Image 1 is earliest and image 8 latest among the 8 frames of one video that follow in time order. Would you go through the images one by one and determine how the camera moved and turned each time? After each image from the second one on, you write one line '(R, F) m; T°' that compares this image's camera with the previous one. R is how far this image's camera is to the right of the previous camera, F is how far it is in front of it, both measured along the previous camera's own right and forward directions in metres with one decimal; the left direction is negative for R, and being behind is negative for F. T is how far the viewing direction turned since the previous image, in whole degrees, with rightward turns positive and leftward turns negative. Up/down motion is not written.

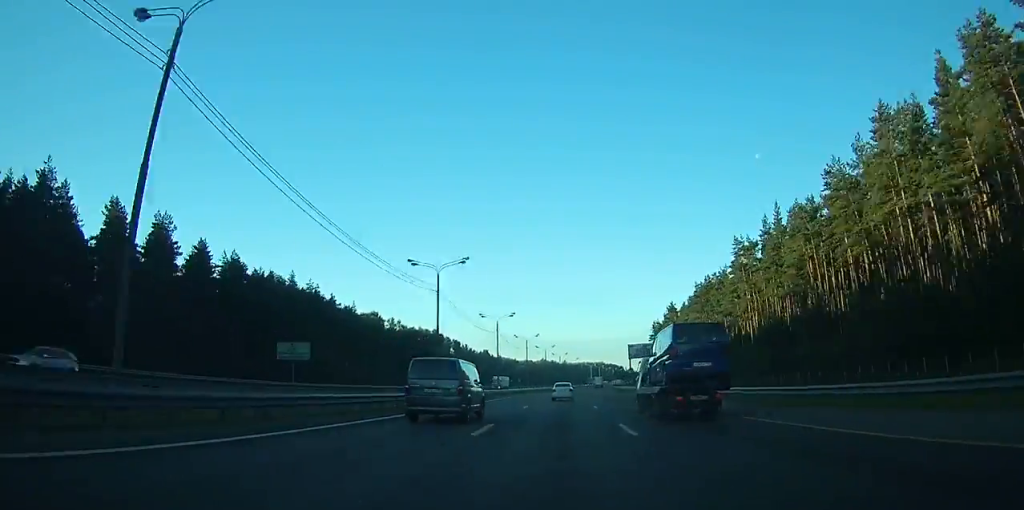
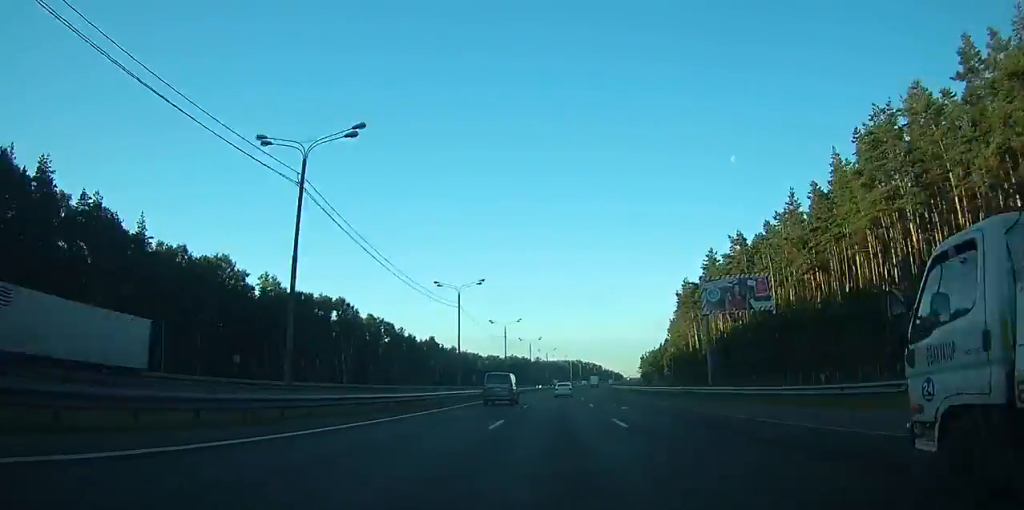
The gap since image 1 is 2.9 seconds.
(+1.5, +74.4) m; +2°
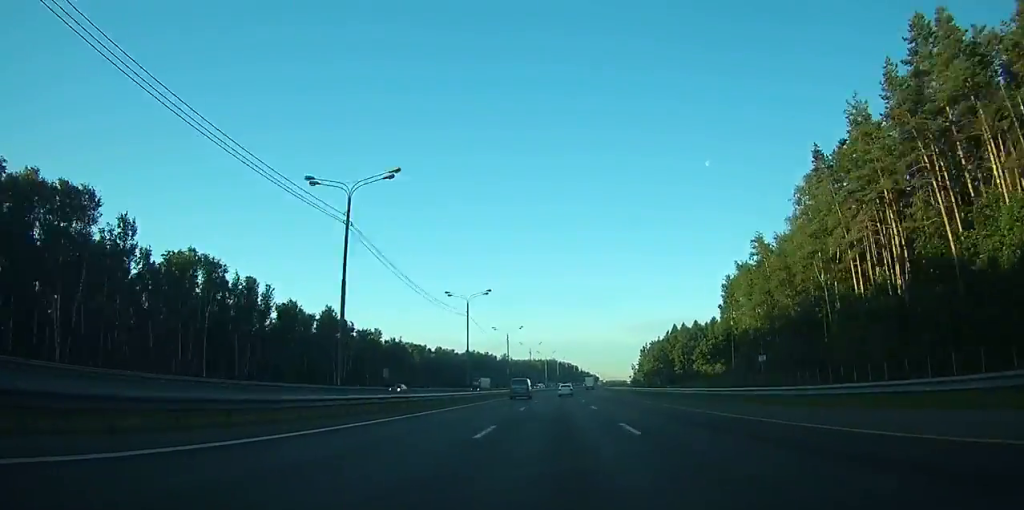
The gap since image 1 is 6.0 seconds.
(+1.7, +81.7) m; +2°
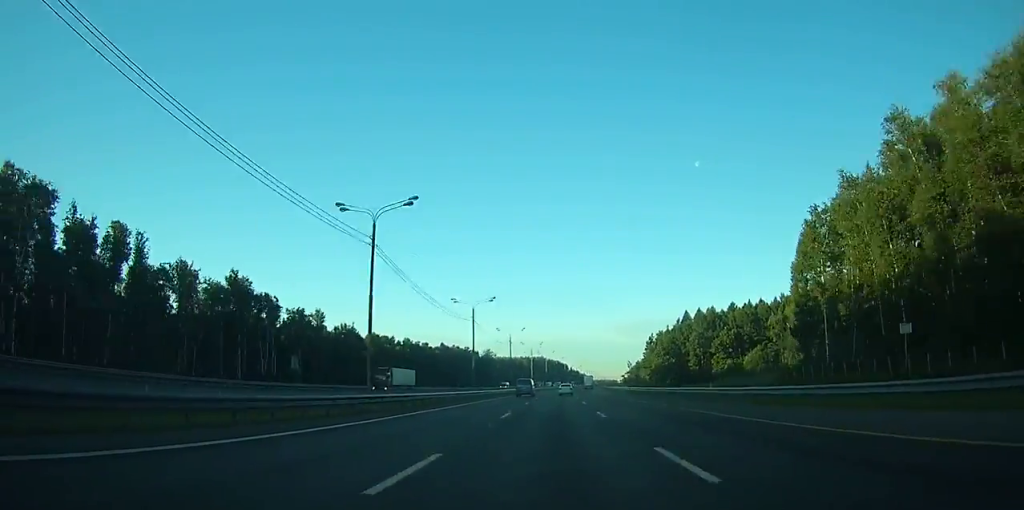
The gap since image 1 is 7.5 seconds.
(+0.1, +39.0) m; +1°
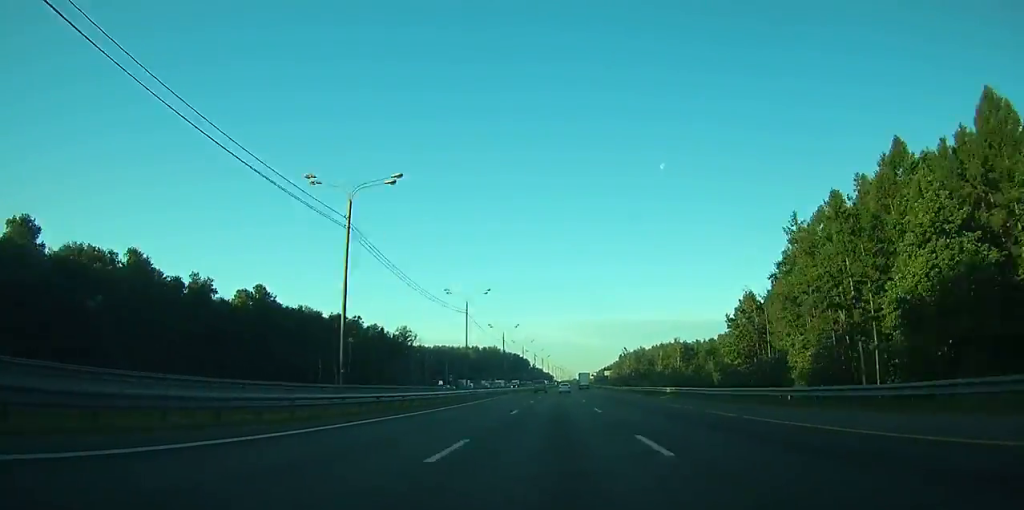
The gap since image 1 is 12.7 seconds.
(+5.3, +146.9) m; +4°
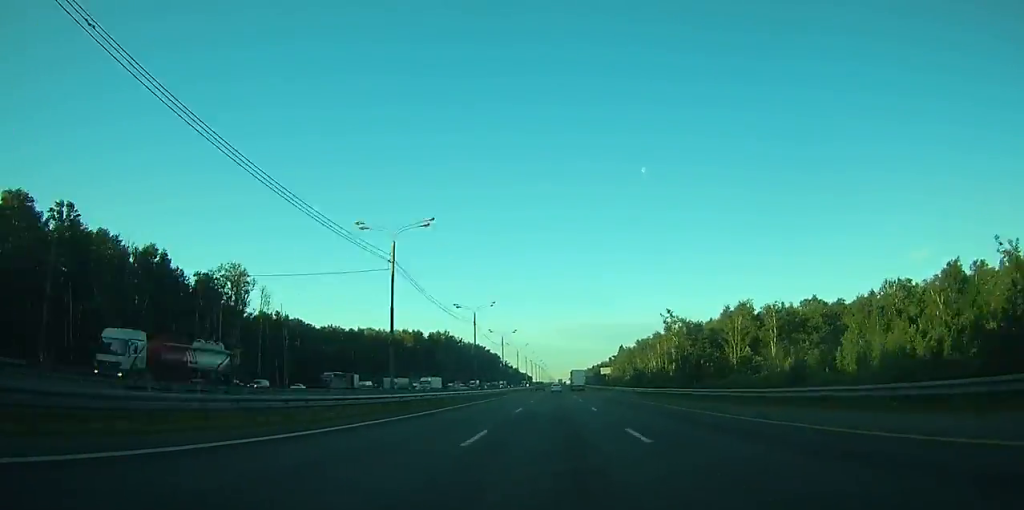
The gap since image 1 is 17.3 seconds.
(+2.4, +128.7) m; +2°
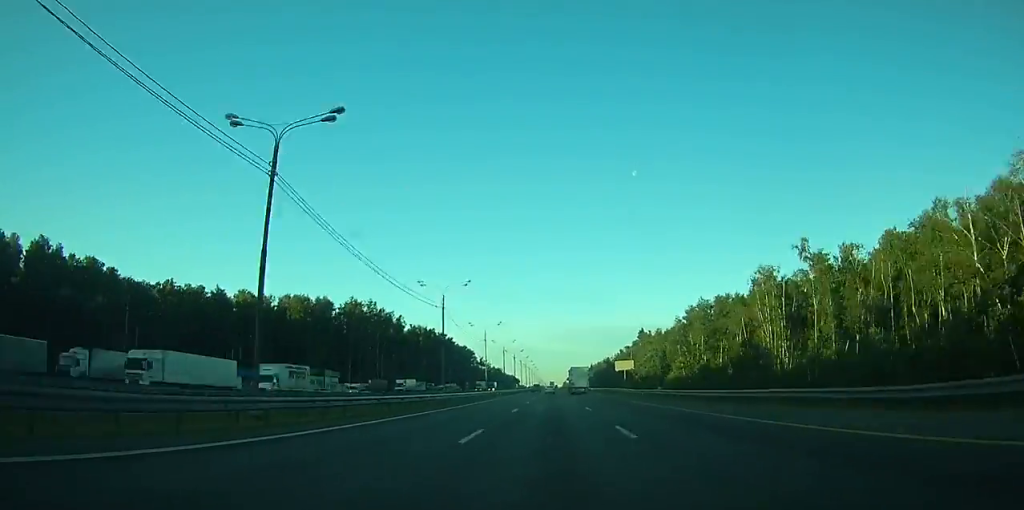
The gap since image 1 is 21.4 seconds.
(+1.0, +109.4) m; +1°
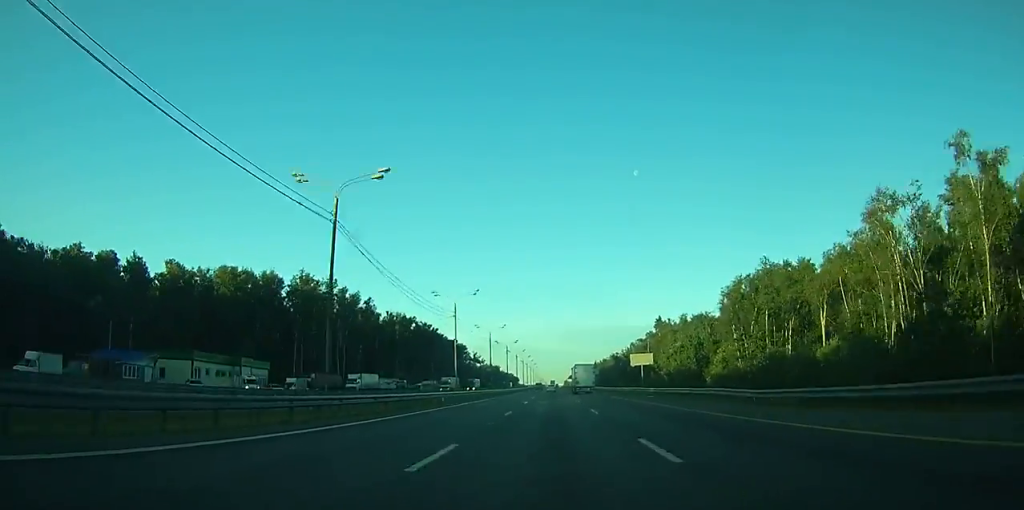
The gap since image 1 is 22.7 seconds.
(+0.1, +36.0) m; 0°
